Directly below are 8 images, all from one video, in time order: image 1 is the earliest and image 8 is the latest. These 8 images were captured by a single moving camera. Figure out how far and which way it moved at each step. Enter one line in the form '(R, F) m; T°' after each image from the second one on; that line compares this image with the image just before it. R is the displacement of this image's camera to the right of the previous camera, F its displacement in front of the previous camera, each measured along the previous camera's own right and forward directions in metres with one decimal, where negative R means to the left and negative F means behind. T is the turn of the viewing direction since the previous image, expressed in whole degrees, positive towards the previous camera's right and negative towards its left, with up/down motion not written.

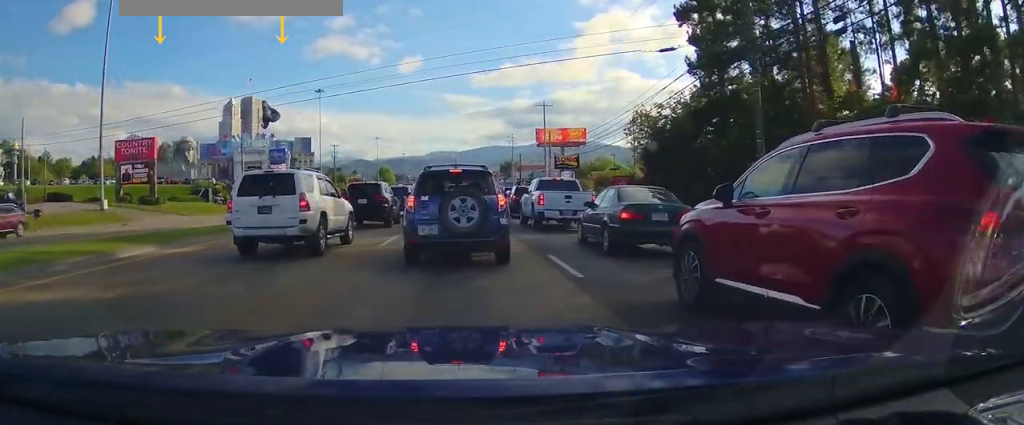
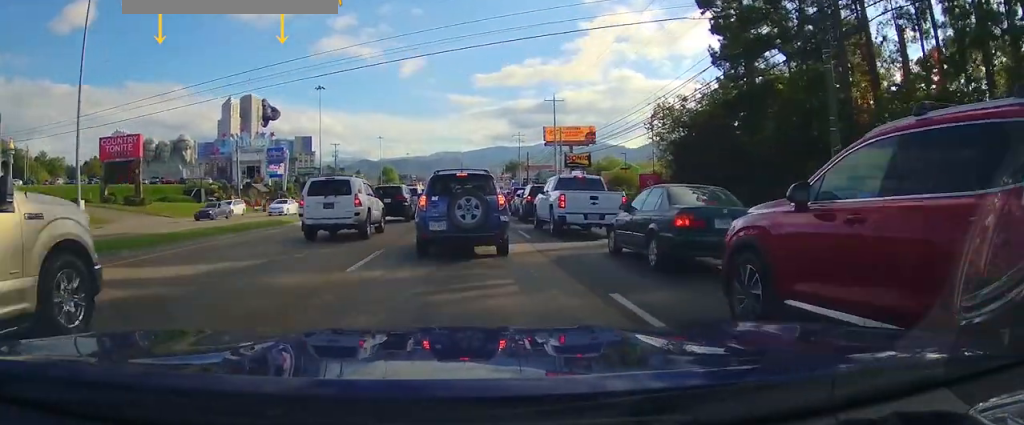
(0.0, +8.5) m; 0°
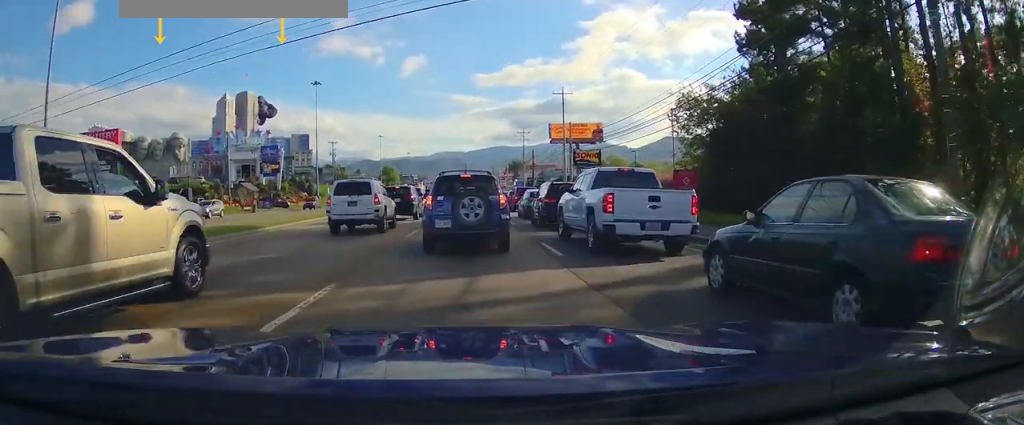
(0.0, +7.7) m; 0°
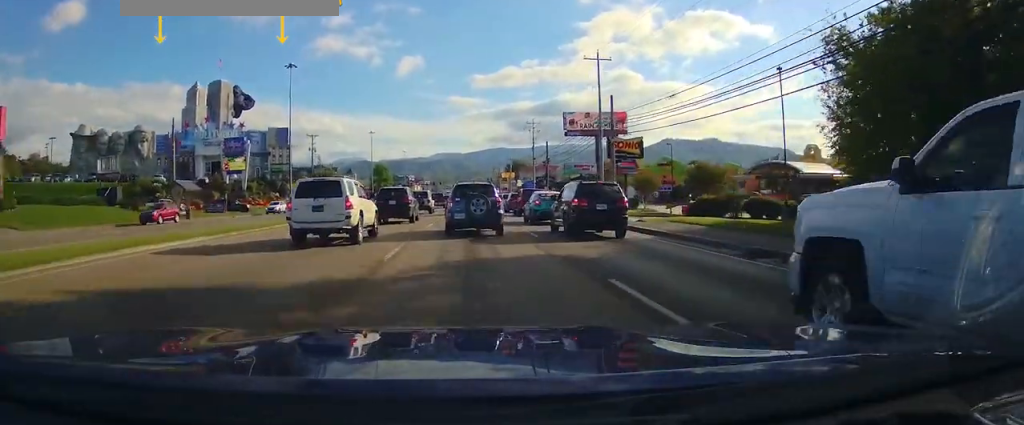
(-0.2, +26.8) m; -1°
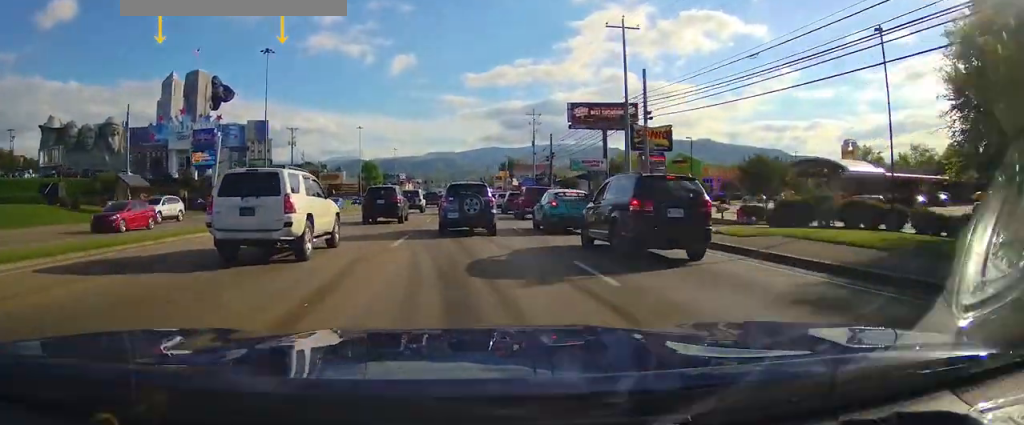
(-0.1, +8.9) m; 0°
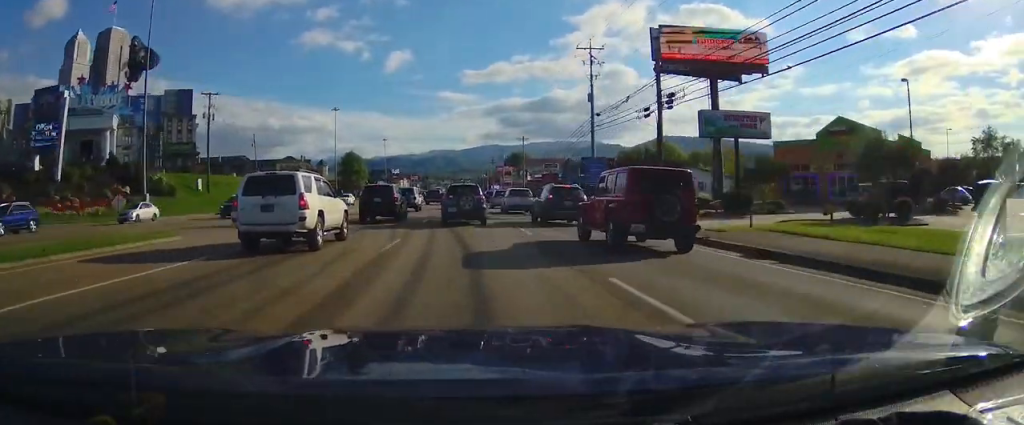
(-0.2, +36.5) m; +1°
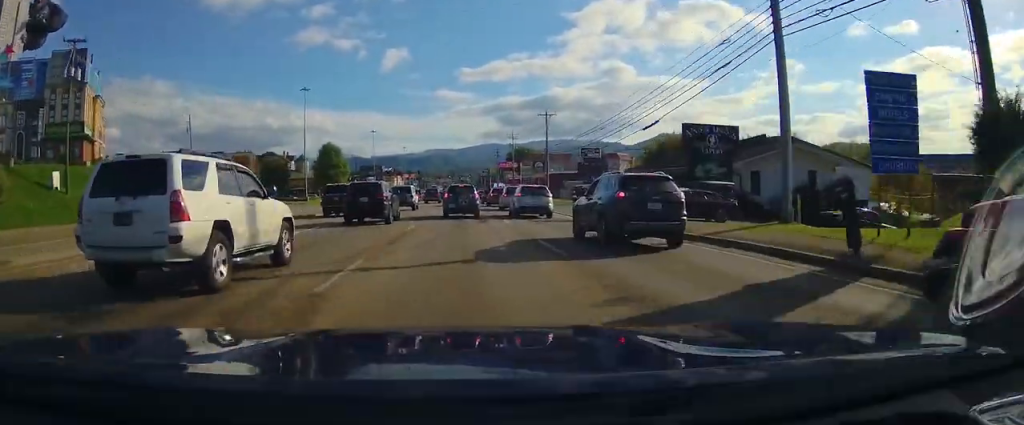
(+0.3, +25.6) m; +1°
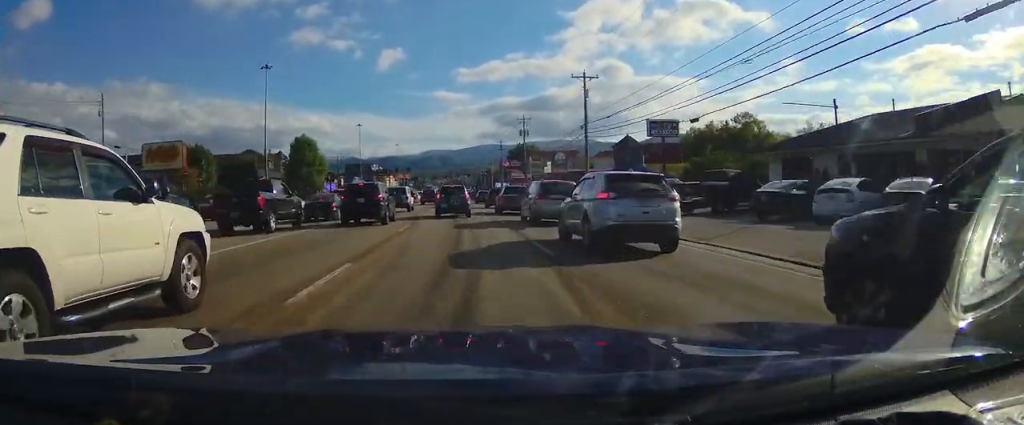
(0.0, +19.2) m; 0°
